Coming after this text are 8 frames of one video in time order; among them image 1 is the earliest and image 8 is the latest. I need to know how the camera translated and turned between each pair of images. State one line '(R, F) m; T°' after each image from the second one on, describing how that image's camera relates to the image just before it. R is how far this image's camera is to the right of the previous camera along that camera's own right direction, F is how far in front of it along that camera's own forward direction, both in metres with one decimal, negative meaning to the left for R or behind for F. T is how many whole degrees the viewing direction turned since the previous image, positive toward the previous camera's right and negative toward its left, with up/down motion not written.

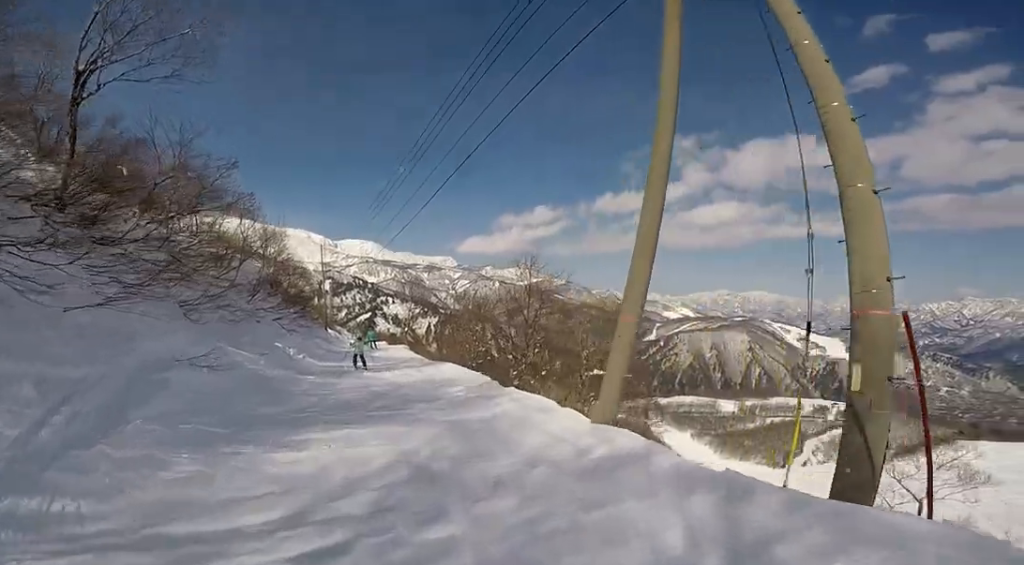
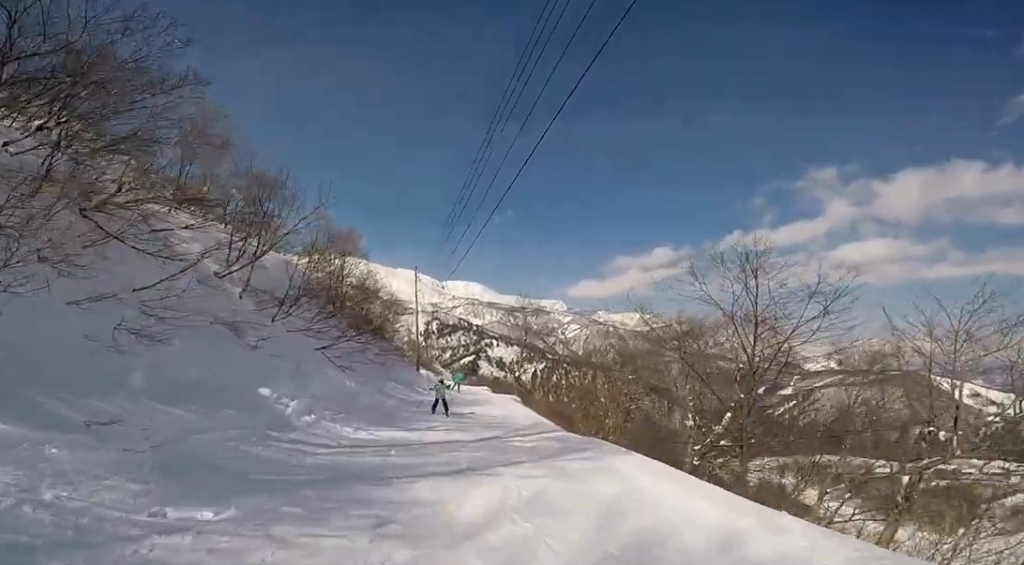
(+1.5, +9.2) m; +10°
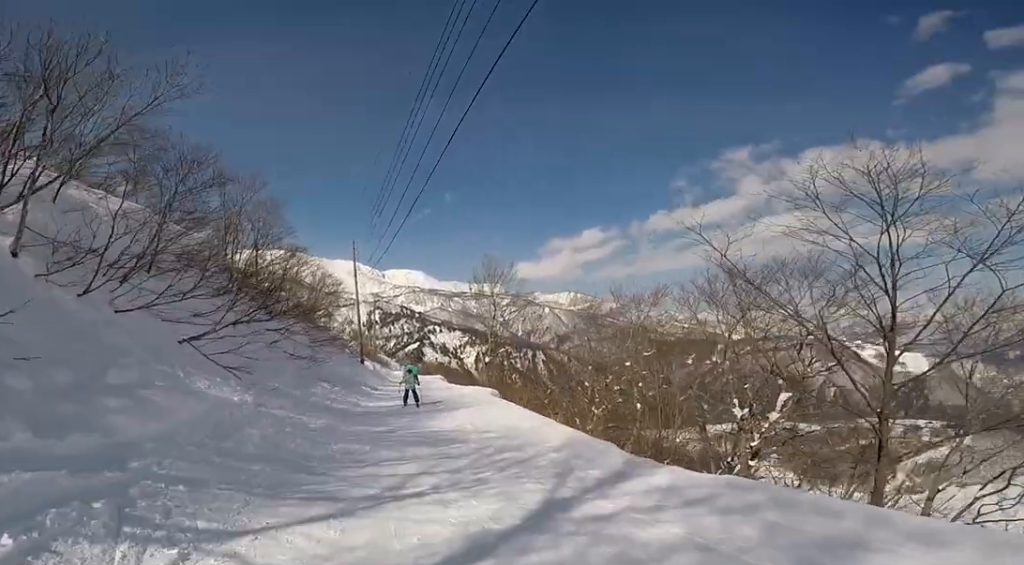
(0.0, +6.0) m; -1°
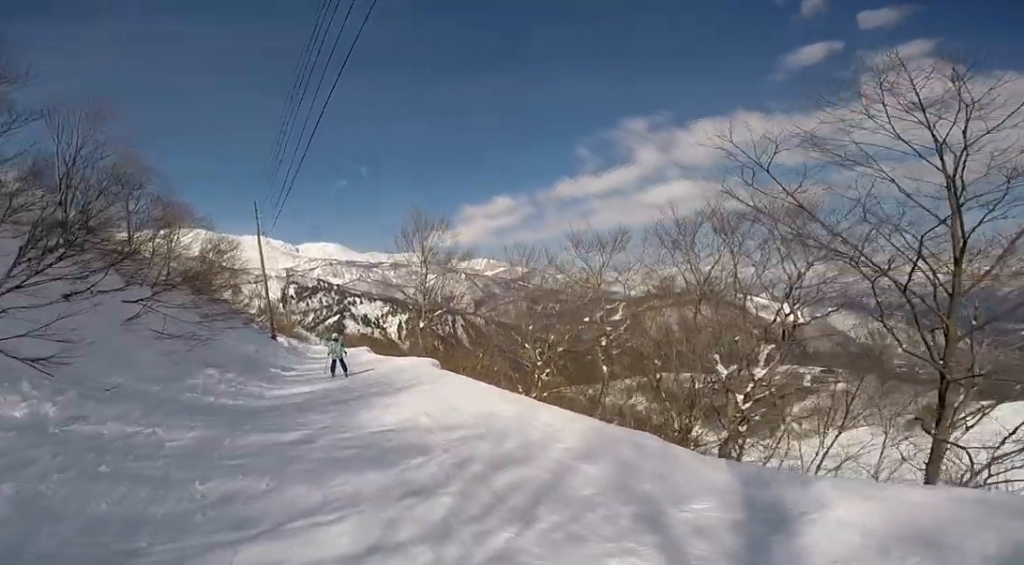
(+0.1, +3.2) m; -5°
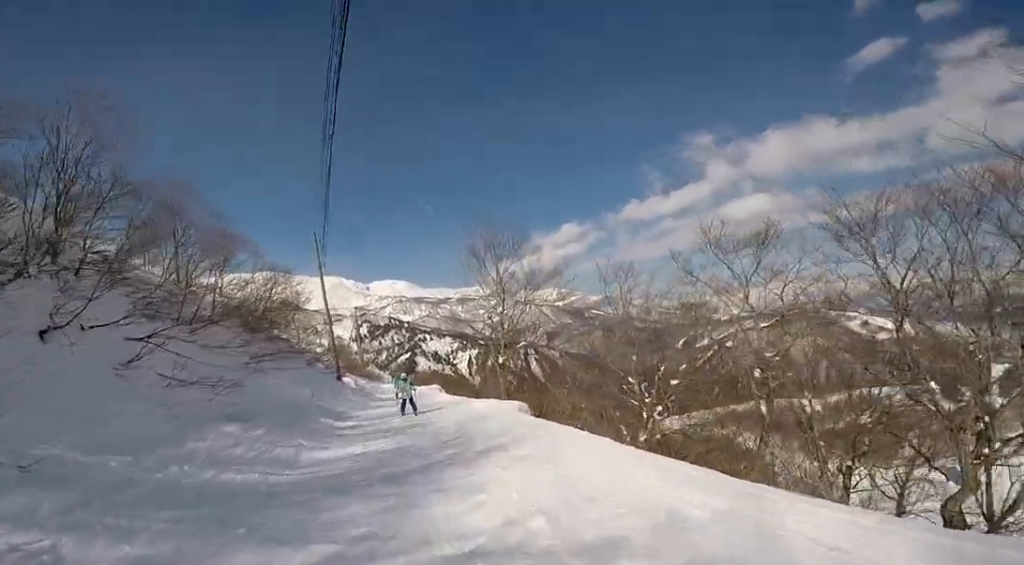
(+0.2, +3.1) m; -4°
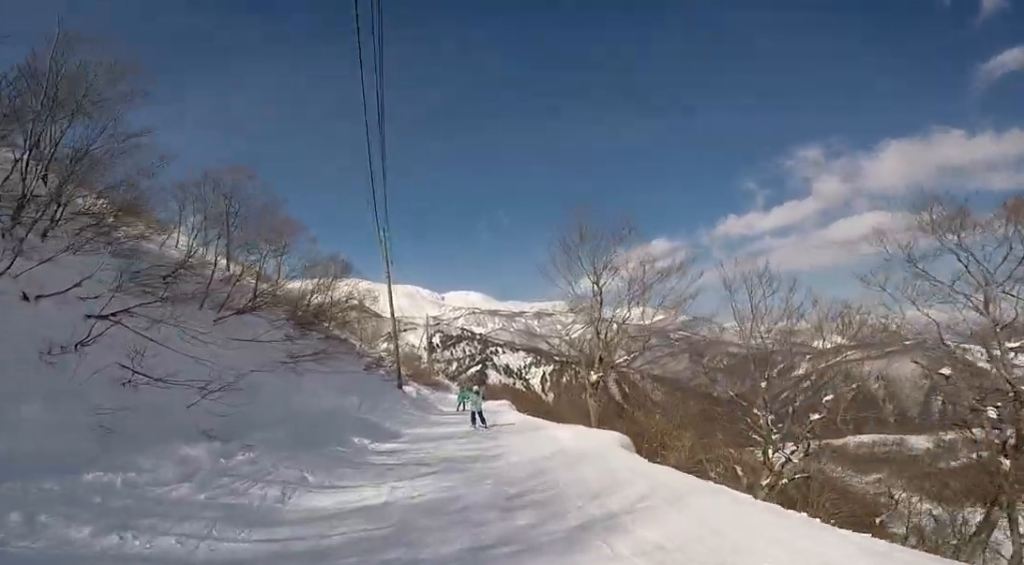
(-0.6, +2.9) m; 0°
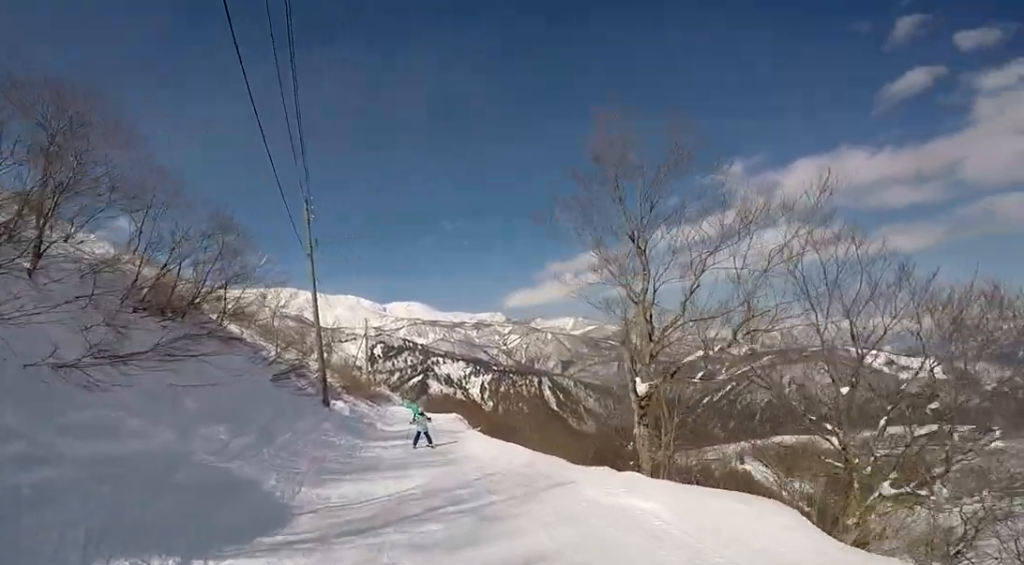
(0.0, +6.1) m; +5°
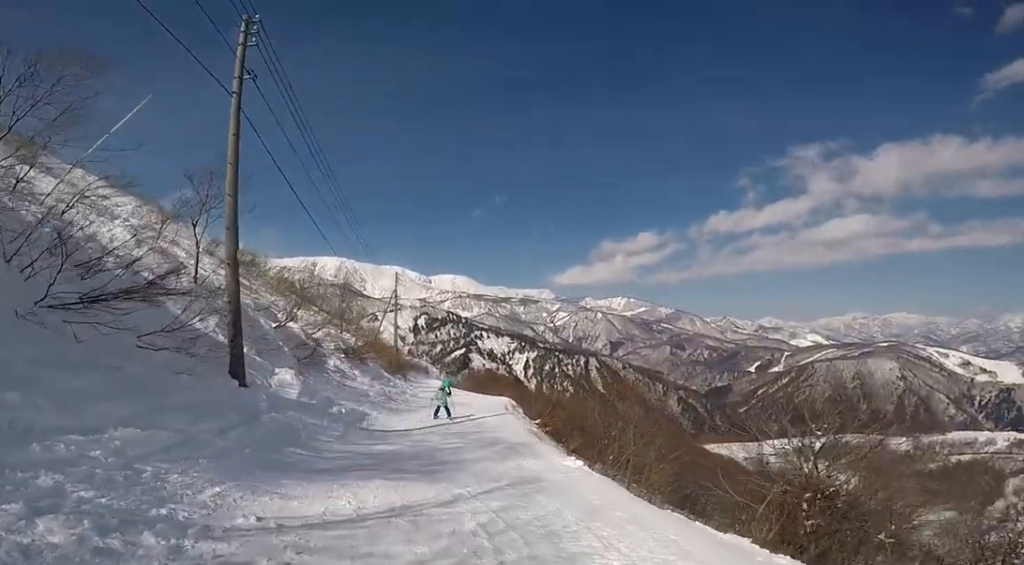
(+1.2, +11.6) m; +6°
